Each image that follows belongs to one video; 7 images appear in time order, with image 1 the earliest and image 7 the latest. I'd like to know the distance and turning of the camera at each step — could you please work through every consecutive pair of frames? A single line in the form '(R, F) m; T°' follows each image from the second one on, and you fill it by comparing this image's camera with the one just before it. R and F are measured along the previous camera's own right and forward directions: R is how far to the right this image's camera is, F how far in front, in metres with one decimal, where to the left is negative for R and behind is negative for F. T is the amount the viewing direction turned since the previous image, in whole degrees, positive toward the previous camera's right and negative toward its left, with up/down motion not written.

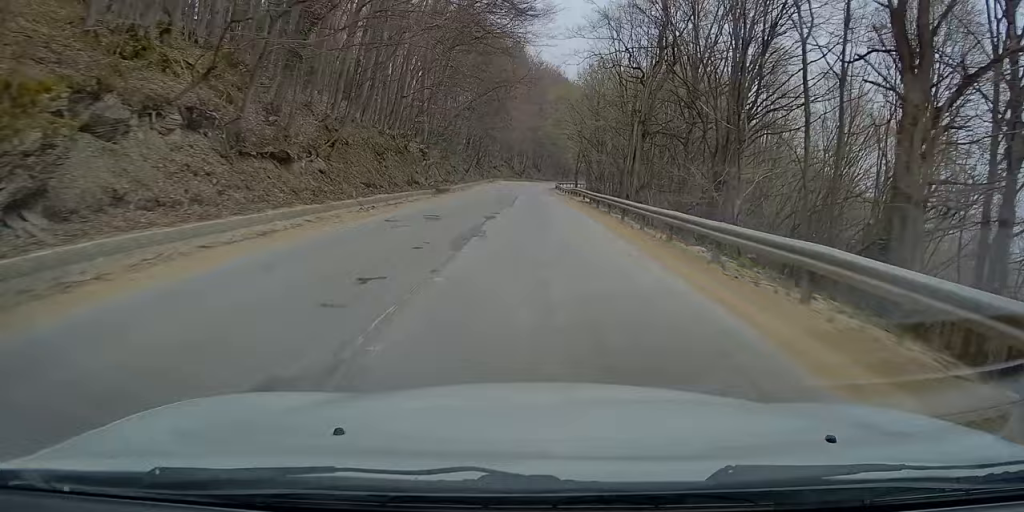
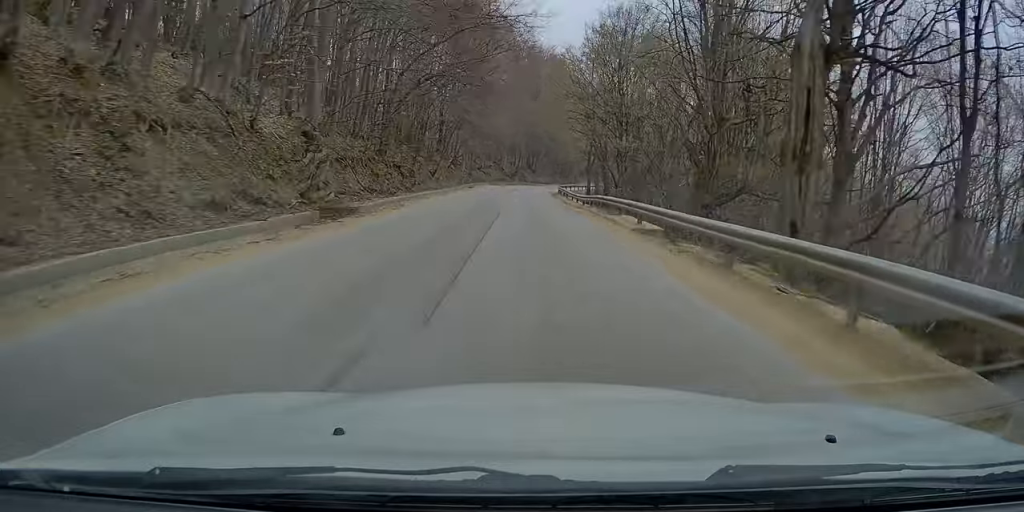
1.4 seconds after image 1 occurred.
(+0.3, +20.0) m; 0°
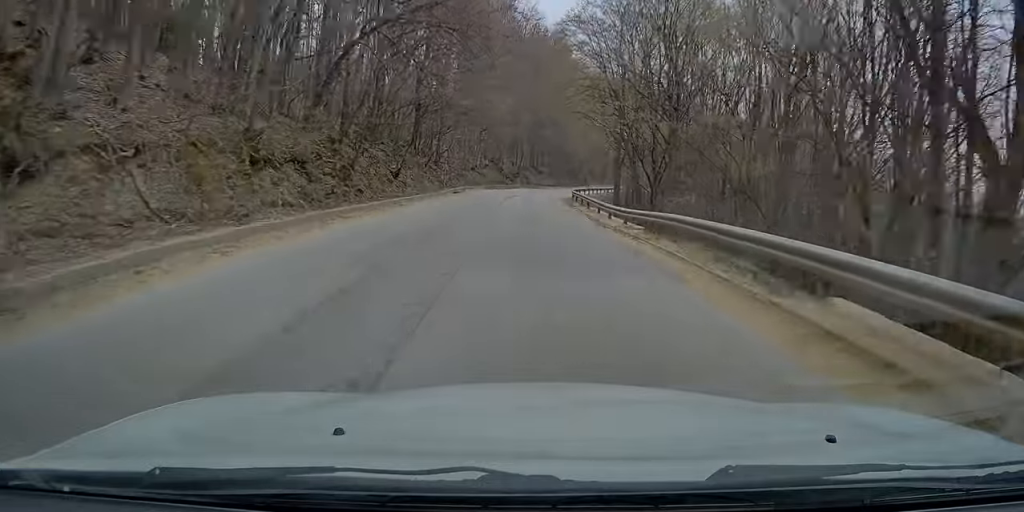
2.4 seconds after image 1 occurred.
(-0.4, +14.1) m; +1°
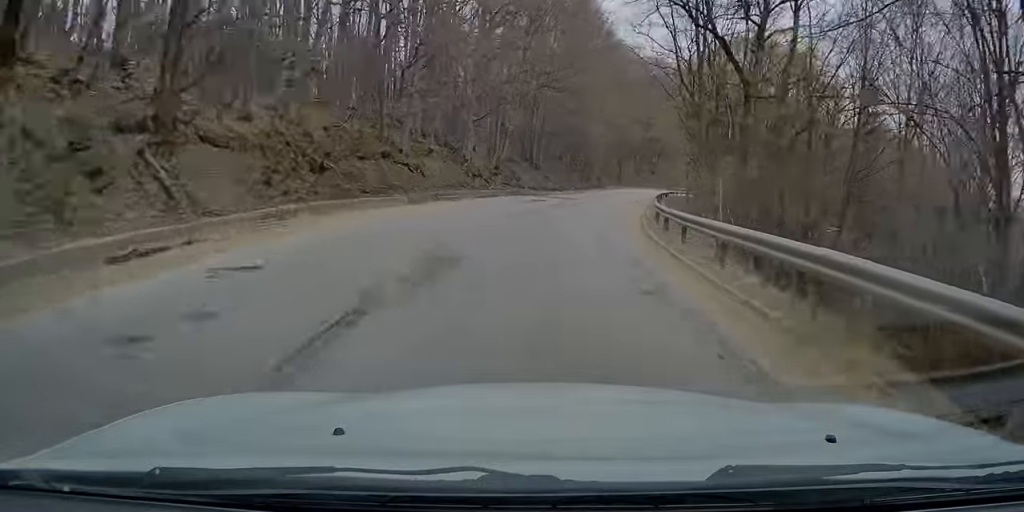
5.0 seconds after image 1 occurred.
(+0.4, +36.8) m; +1°
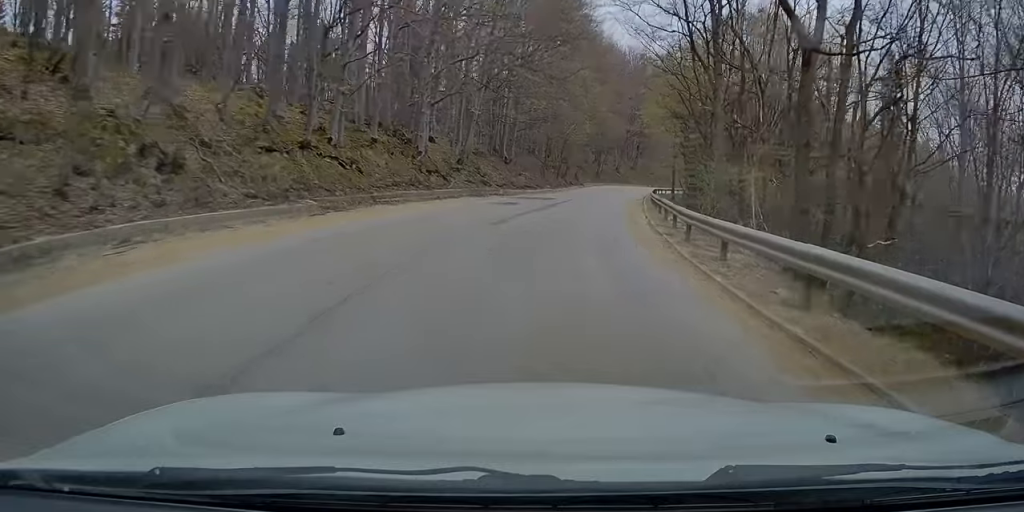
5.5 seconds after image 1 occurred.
(-0.1, +7.5) m; +2°
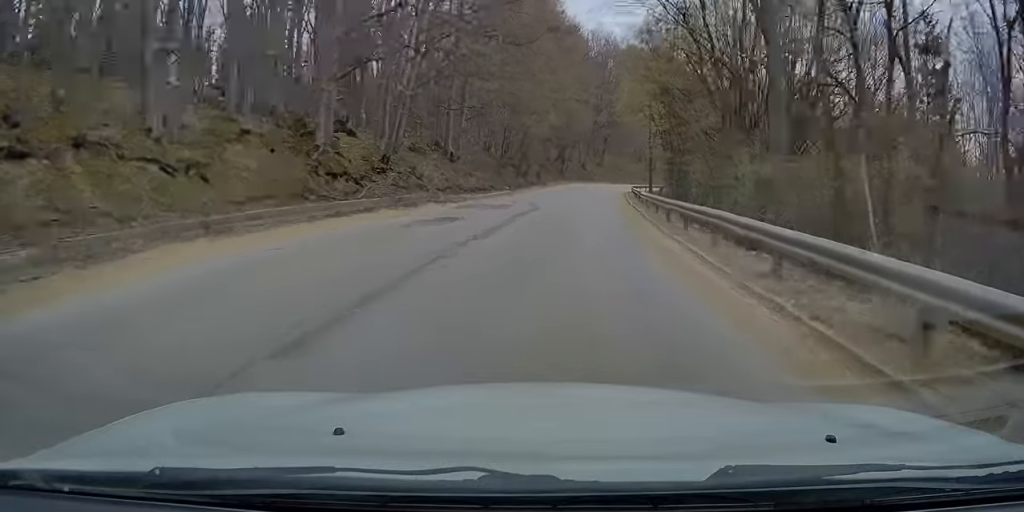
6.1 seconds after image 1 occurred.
(+0.4, +10.2) m; +3°
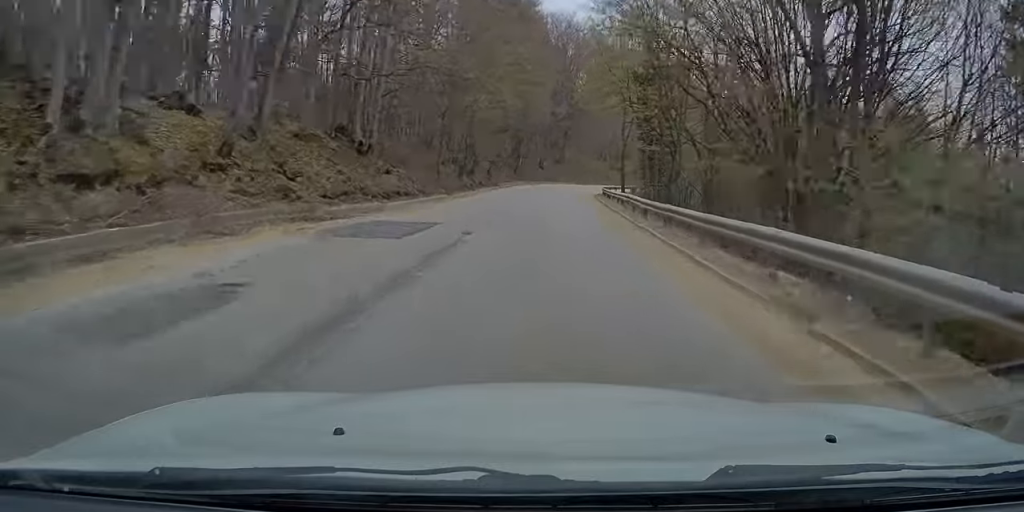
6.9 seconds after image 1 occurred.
(+0.4, +11.7) m; +2°
